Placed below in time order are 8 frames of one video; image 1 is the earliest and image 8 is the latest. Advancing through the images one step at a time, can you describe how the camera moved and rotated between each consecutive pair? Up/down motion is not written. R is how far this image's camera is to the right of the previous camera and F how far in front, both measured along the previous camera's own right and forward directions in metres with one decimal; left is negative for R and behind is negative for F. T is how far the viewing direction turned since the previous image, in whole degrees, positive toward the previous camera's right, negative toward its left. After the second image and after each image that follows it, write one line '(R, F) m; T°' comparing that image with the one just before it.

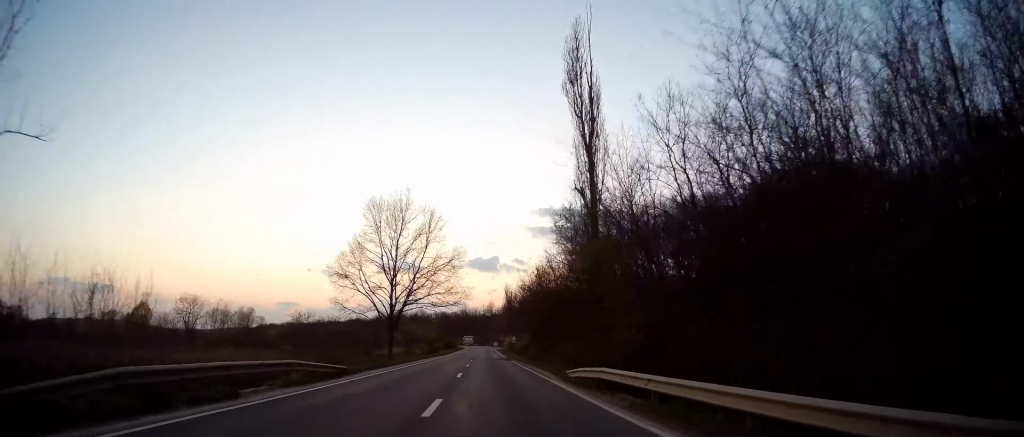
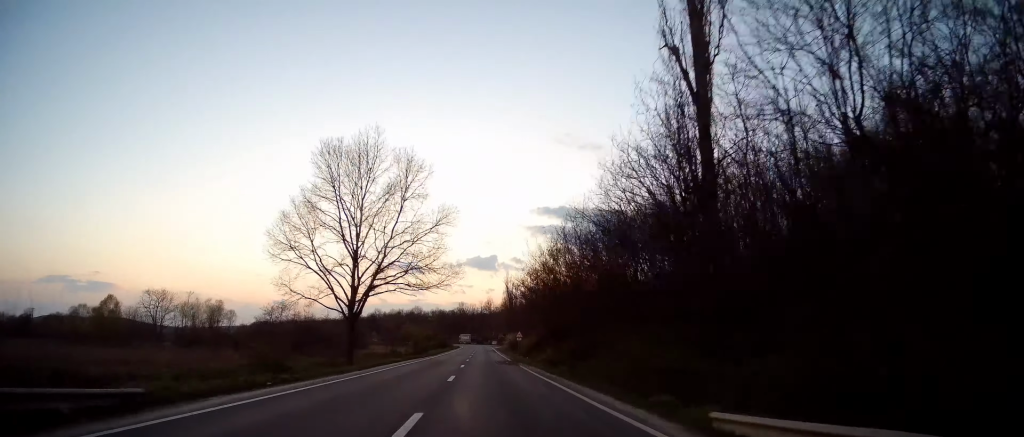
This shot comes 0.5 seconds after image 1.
(0.0, +14.8) m; 0°
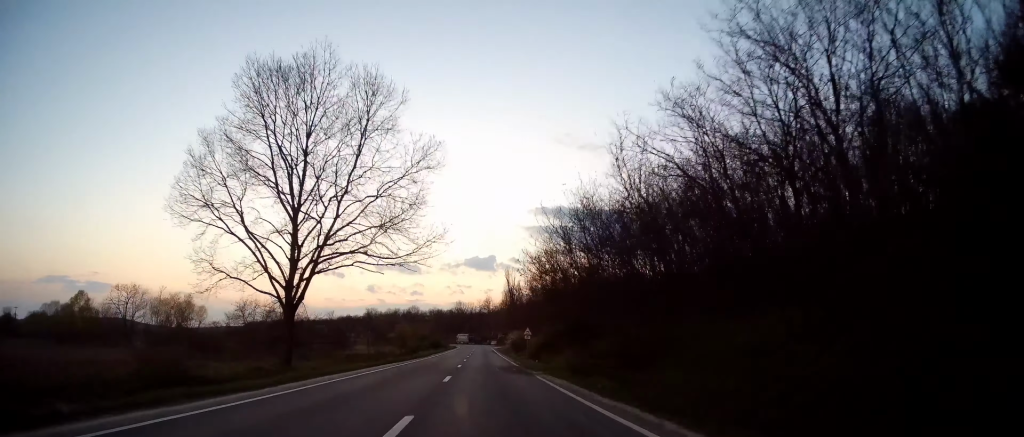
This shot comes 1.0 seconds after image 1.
(0.0, +12.0) m; 0°
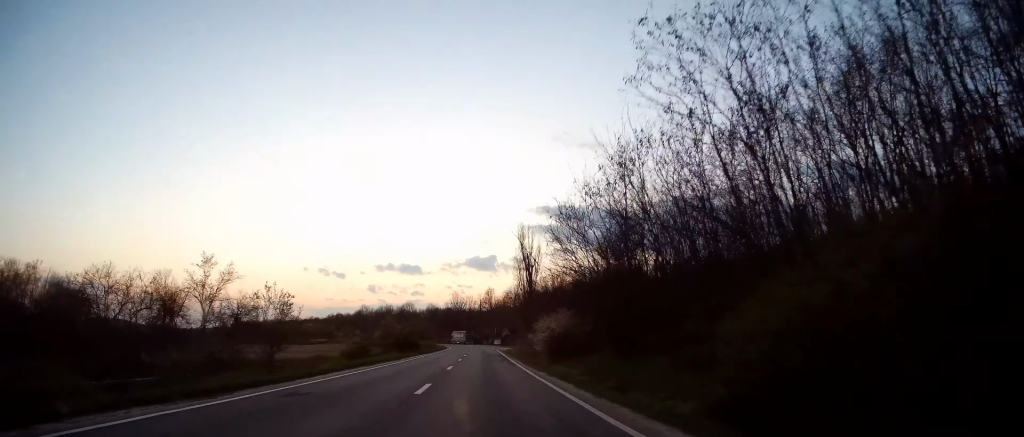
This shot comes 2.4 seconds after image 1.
(+0.1, +40.7) m; +1°
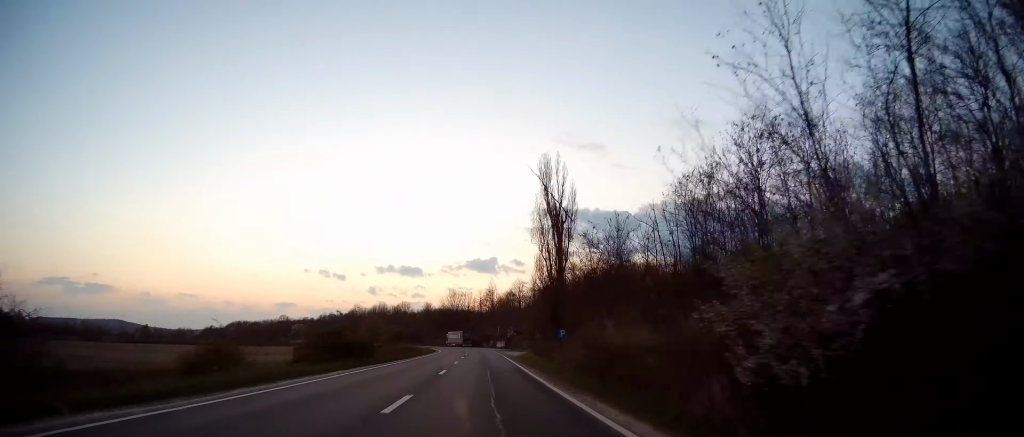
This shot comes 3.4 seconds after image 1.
(+0.4, +27.5) m; 0°
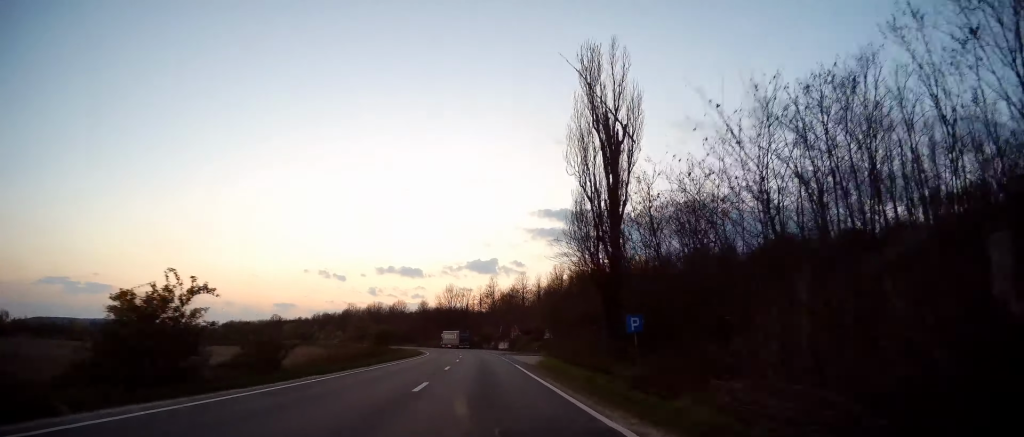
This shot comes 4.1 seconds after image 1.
(-0.1, +19.0) m; -1°
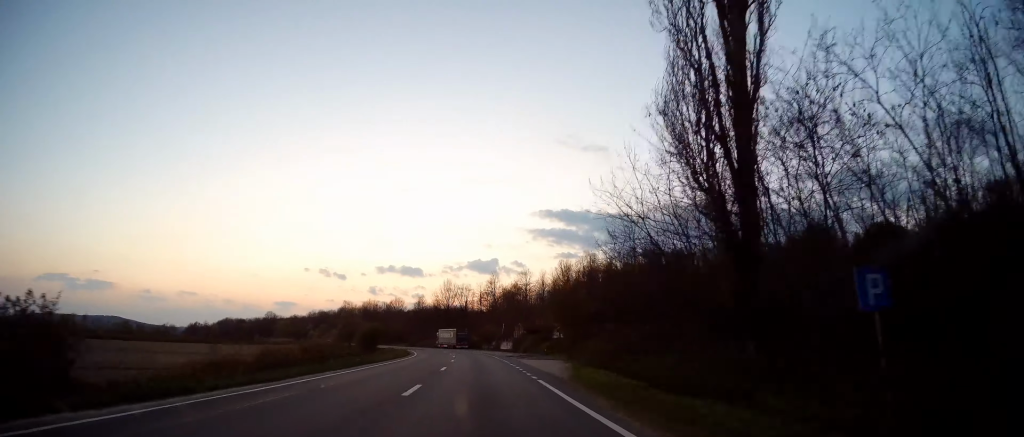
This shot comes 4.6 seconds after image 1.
(-0.2, +13.4) m; 0°
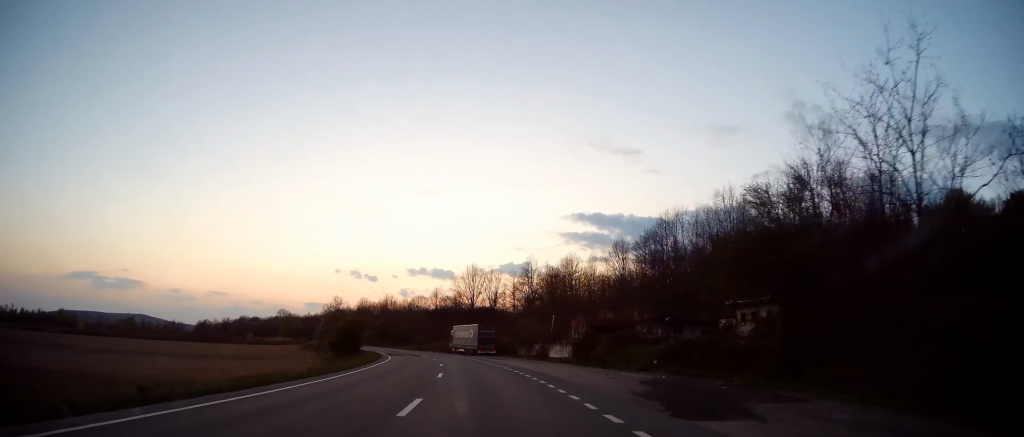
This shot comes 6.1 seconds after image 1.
(+0.2, +40.1) m; 0°
